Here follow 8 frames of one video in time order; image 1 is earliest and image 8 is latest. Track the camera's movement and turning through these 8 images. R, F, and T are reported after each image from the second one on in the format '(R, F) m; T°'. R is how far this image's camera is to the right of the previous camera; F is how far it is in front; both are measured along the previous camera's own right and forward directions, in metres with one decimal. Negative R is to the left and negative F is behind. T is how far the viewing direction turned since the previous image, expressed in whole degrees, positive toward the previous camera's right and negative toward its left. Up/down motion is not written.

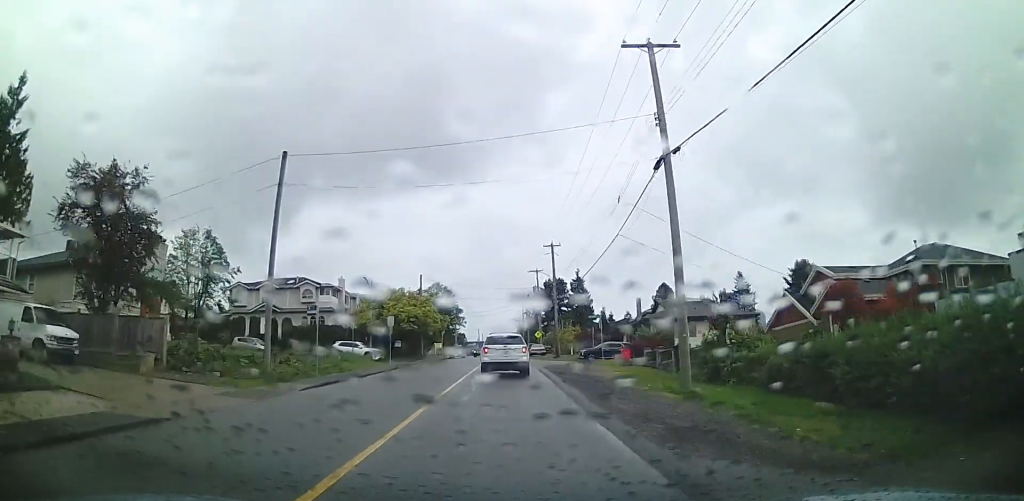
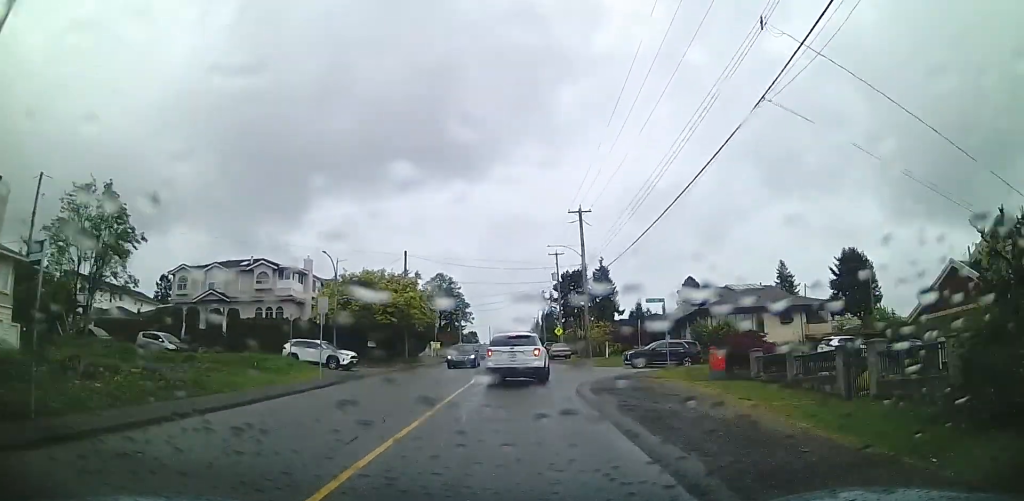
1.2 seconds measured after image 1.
(0.0, +16.8) m; 0°
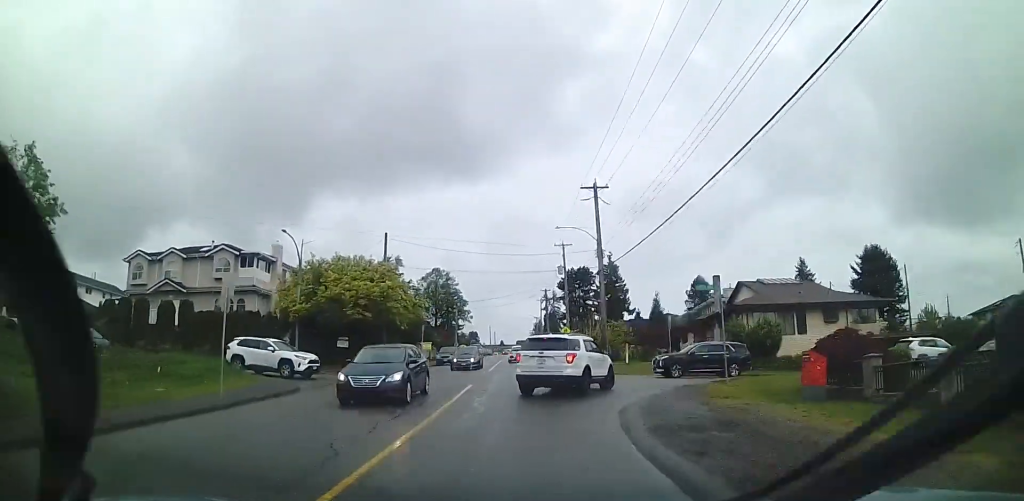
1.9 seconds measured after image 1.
(-0.2, +9.5) m; 0°
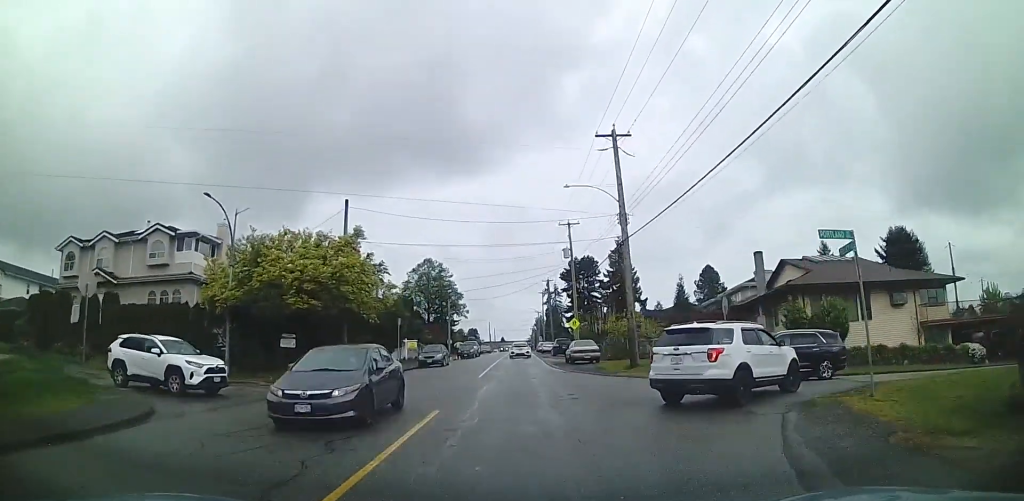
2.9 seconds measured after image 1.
(+0.3, +11.1) m; -1°
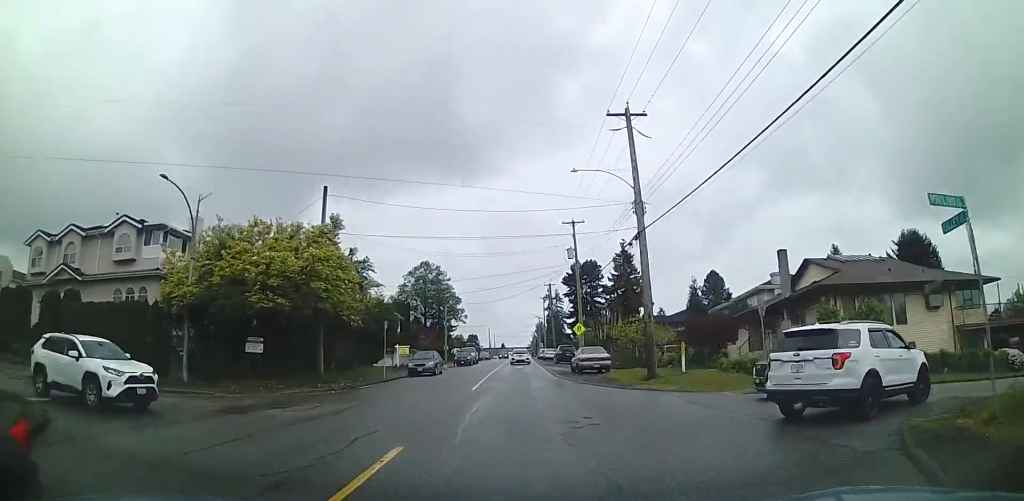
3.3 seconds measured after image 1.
(-0.1, +4.5) m; -1°
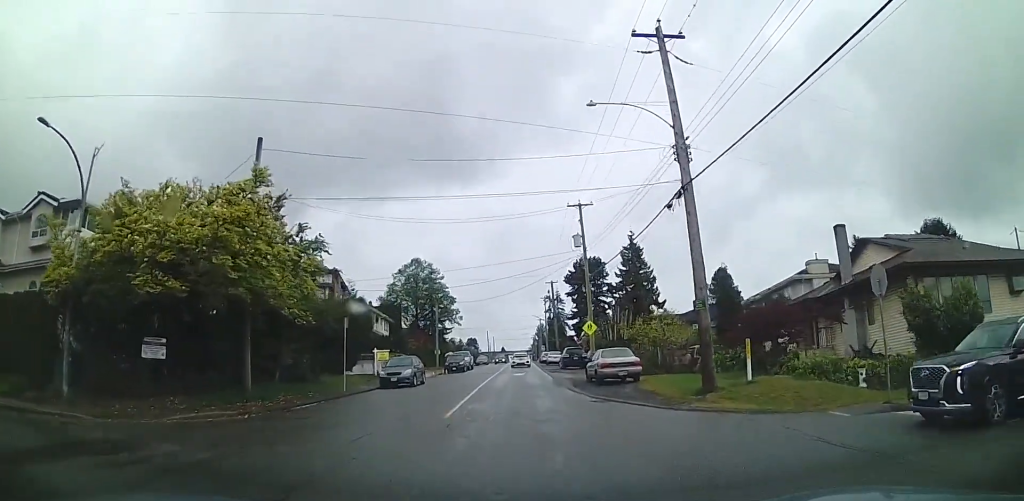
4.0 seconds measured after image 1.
(-0.3, +8.3) m; -2°
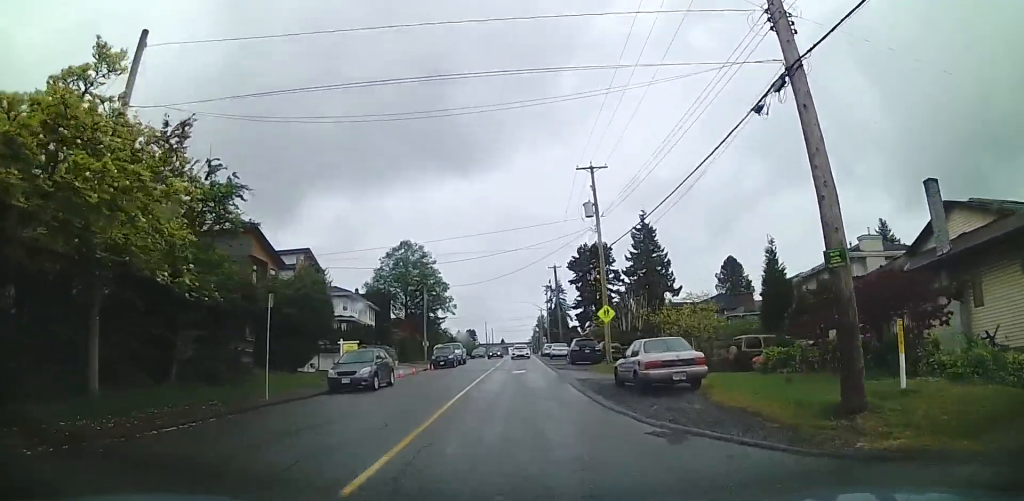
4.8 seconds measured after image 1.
(0.0, +7.9) m; 0°
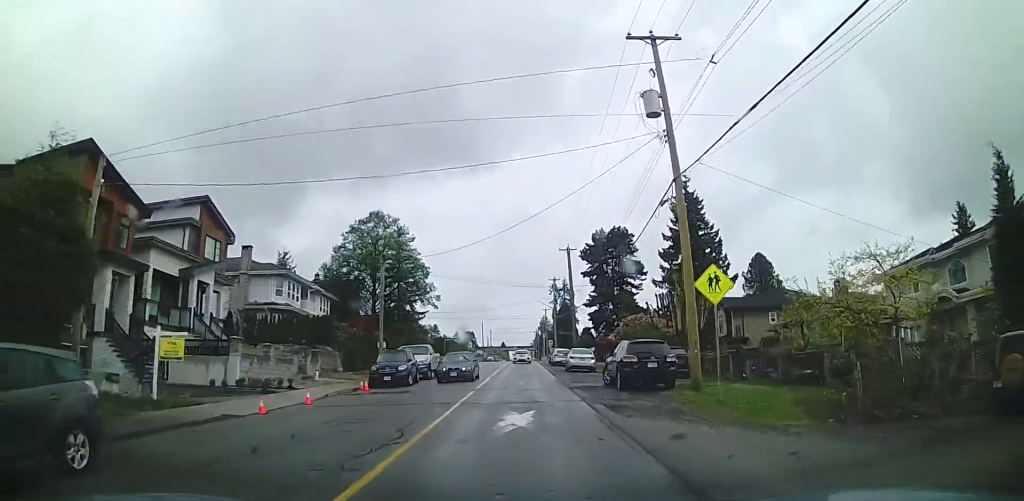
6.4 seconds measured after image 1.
(0.0, +16.2) m; 0°
